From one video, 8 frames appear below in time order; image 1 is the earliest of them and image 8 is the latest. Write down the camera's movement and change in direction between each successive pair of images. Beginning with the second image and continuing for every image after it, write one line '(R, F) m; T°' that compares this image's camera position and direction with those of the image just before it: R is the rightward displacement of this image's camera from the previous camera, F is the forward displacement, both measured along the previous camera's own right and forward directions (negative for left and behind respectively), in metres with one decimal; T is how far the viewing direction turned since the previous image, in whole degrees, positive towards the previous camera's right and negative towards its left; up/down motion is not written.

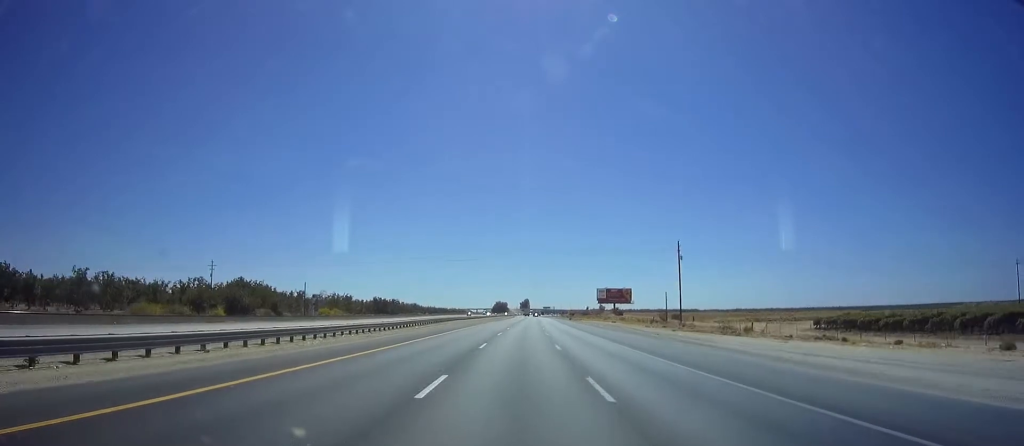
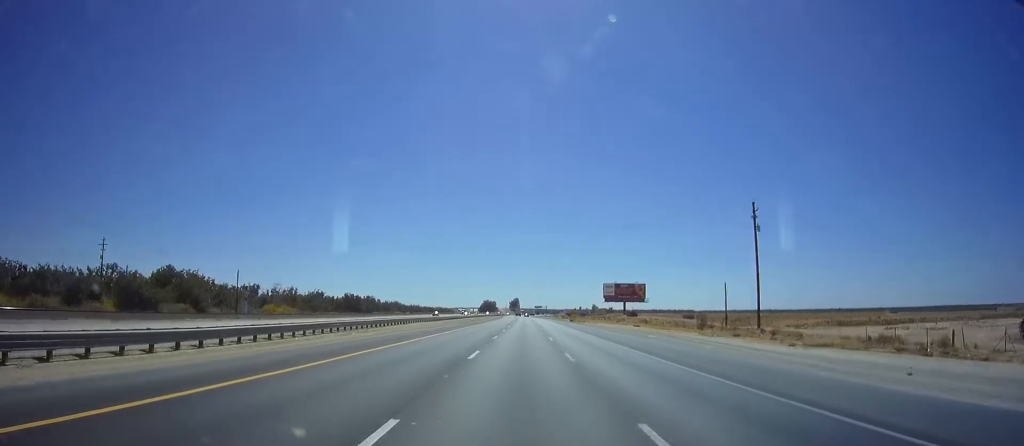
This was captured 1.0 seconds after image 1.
(+0.4, +34.5) m; +1°
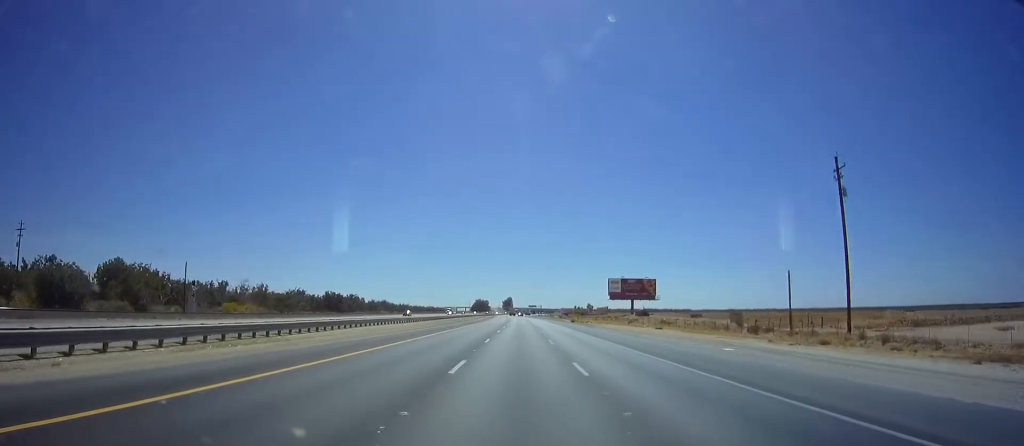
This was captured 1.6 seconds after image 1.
(+0.2, +18.9) m; +1°
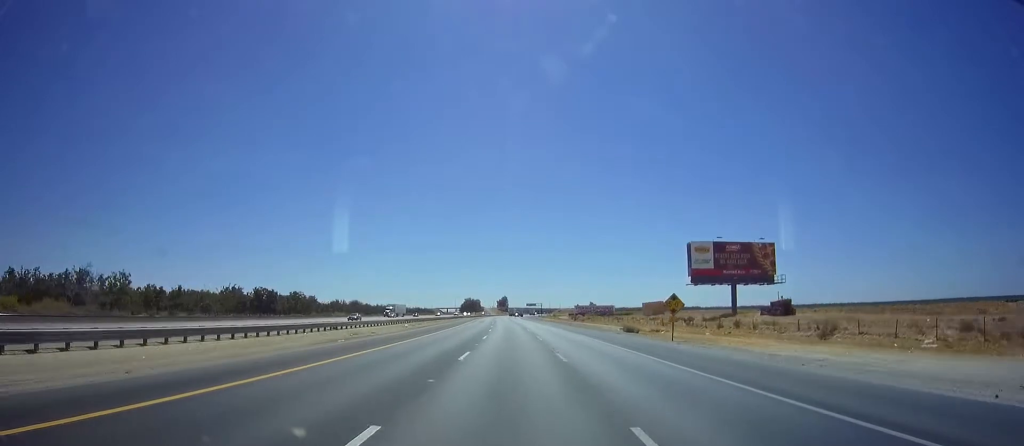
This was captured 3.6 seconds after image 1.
(-0.1, +68.0) m; -1°
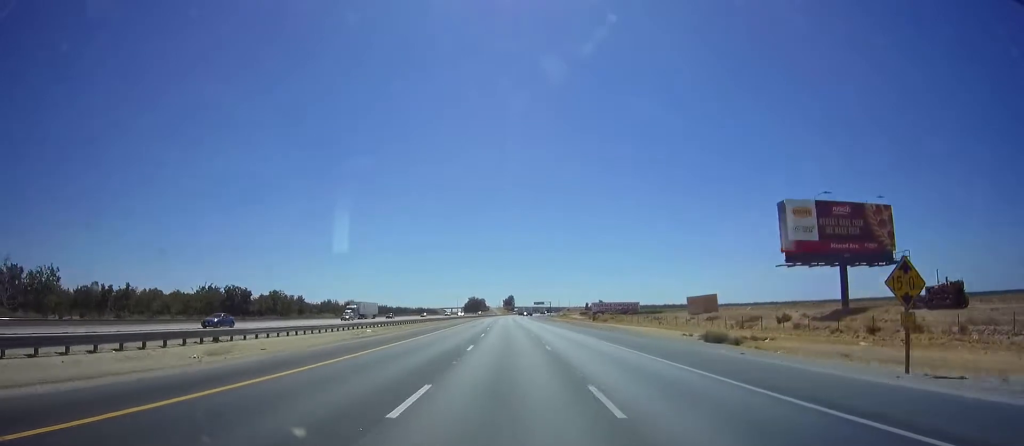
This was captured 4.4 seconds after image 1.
(-0.5, +24.5) m; -1°
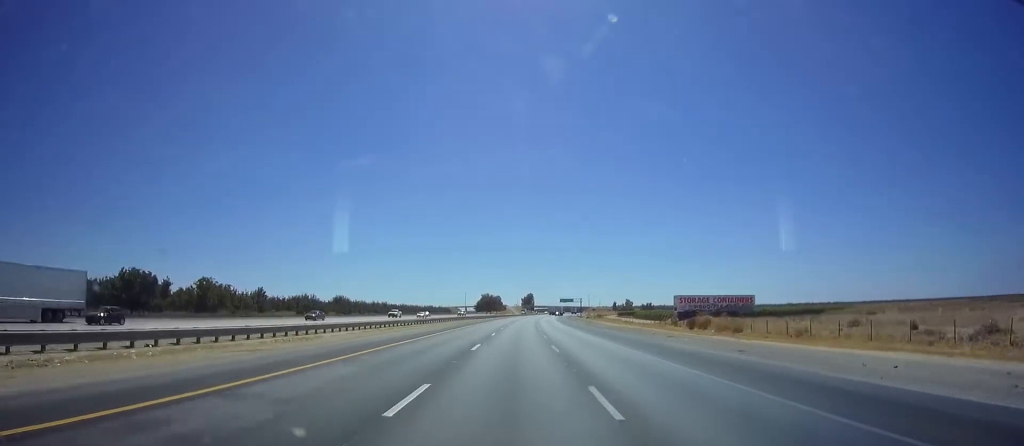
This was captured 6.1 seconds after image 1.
(-0.3, +57.9) m; 0°
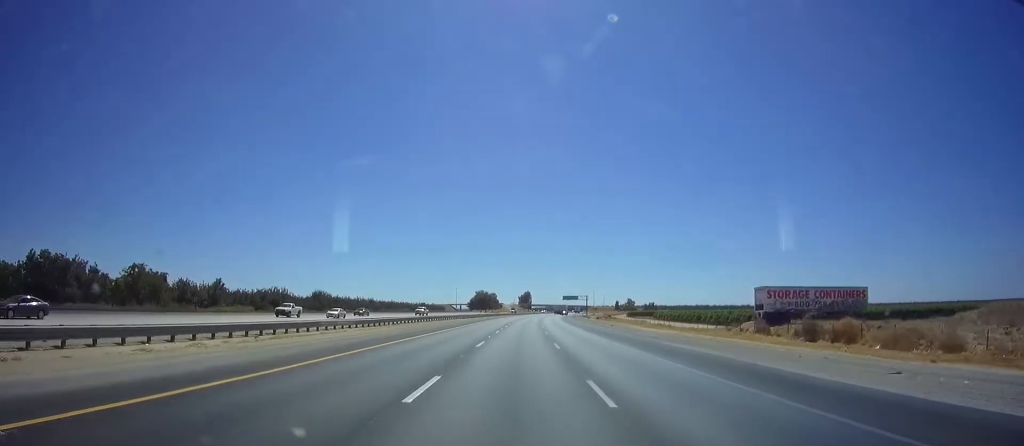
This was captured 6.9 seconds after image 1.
(0.0, +27.8) m; 0°
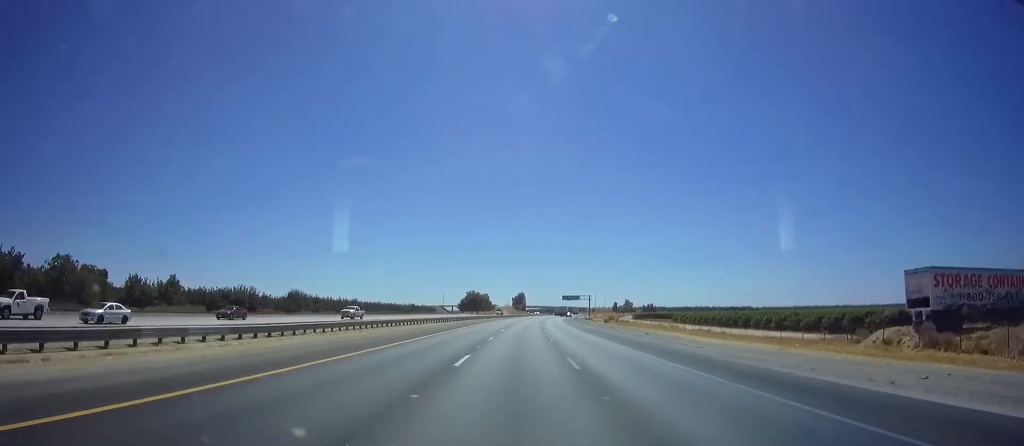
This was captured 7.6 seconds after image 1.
(-0.1, +22.2) m; +1°
